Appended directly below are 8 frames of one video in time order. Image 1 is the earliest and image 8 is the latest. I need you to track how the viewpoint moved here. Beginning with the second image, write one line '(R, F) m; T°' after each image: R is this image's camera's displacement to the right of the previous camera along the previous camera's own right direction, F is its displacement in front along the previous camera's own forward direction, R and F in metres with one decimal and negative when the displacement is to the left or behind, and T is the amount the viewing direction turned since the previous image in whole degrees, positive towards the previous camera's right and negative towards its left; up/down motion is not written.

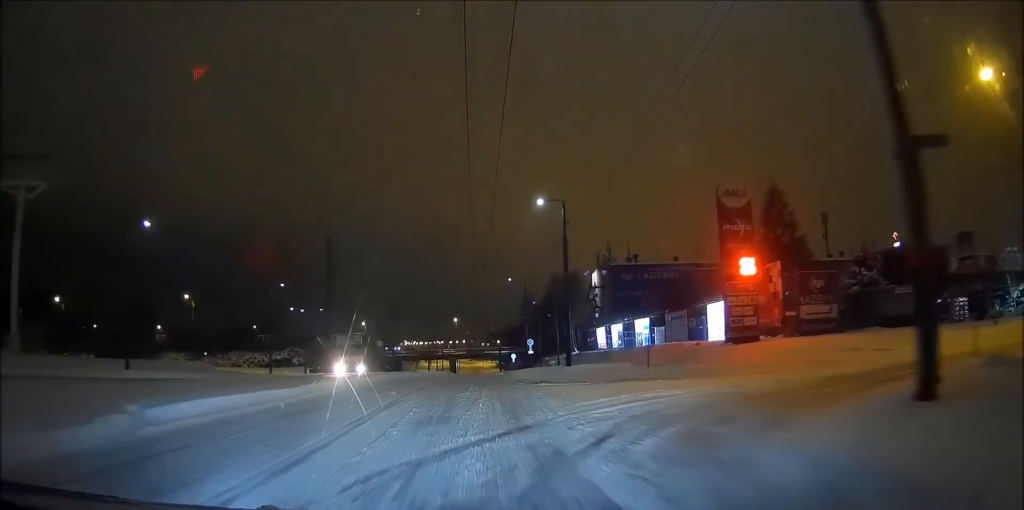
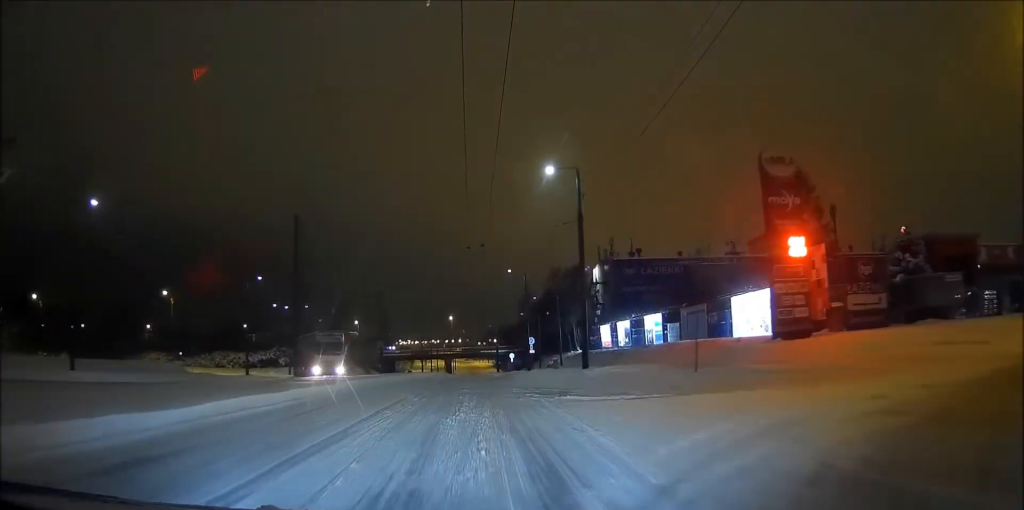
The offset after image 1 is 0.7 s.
(+0.1, +6.8) m; +1°
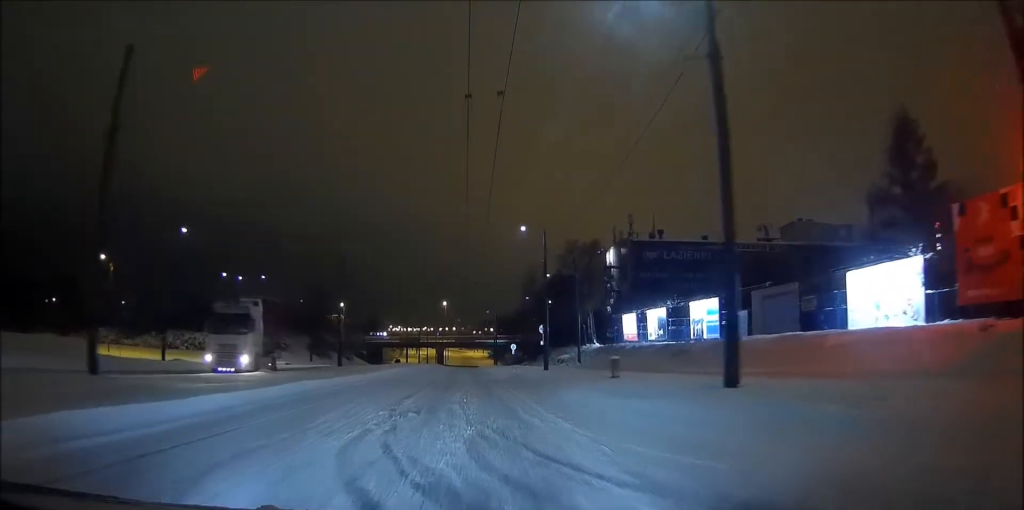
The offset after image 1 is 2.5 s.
(0.0, +18.1) m; -1°
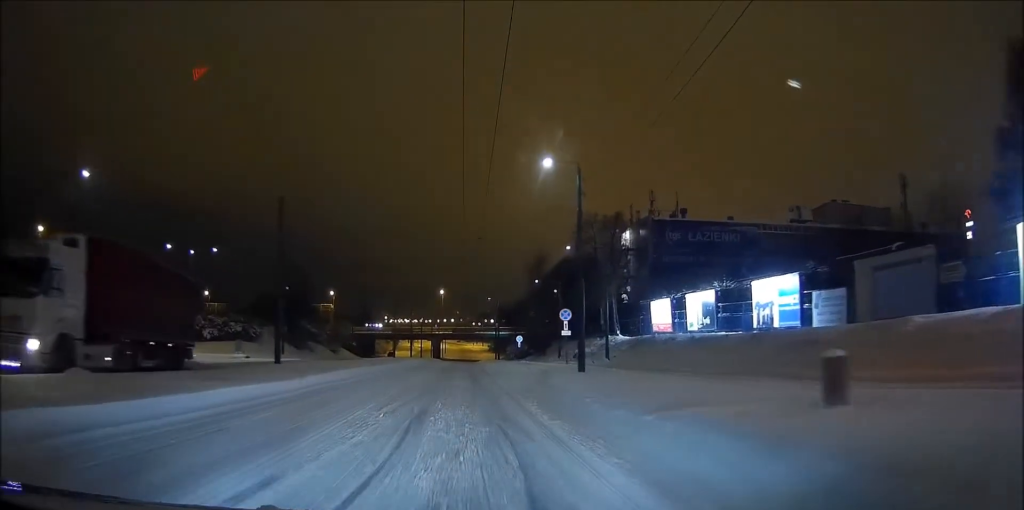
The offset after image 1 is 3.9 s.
(-0.1, +14.2) m; 0°
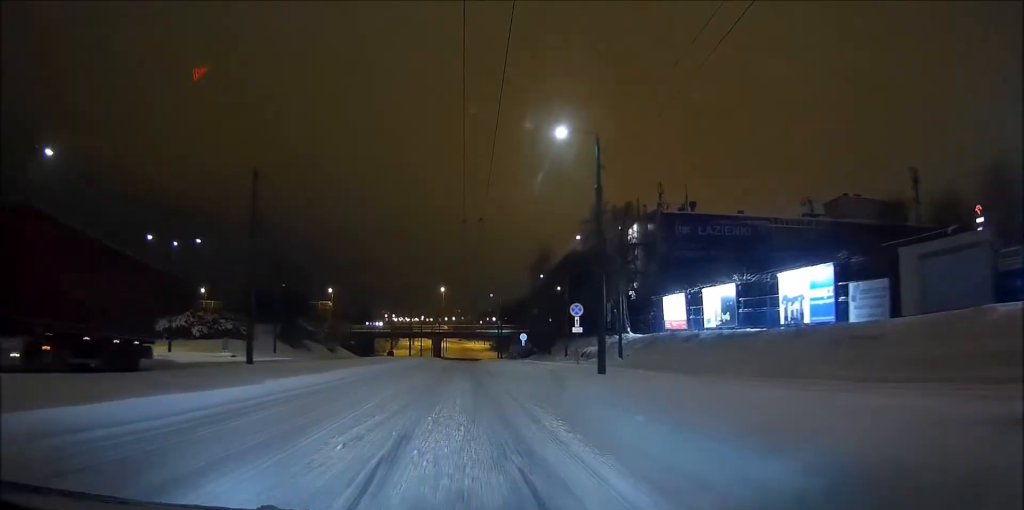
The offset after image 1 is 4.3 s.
(0.0, +4.1) m; 0°
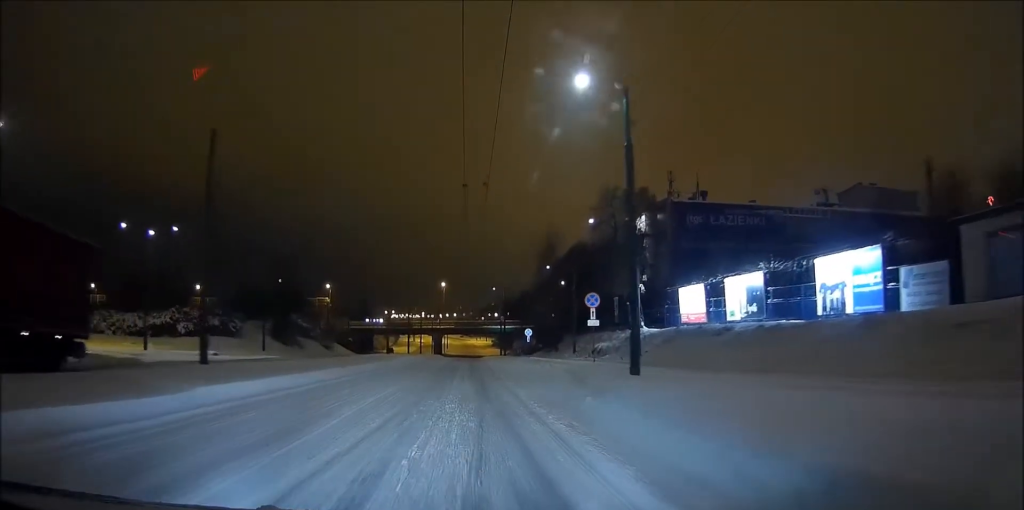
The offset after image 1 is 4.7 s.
(0.0, +4.8) m; 0°
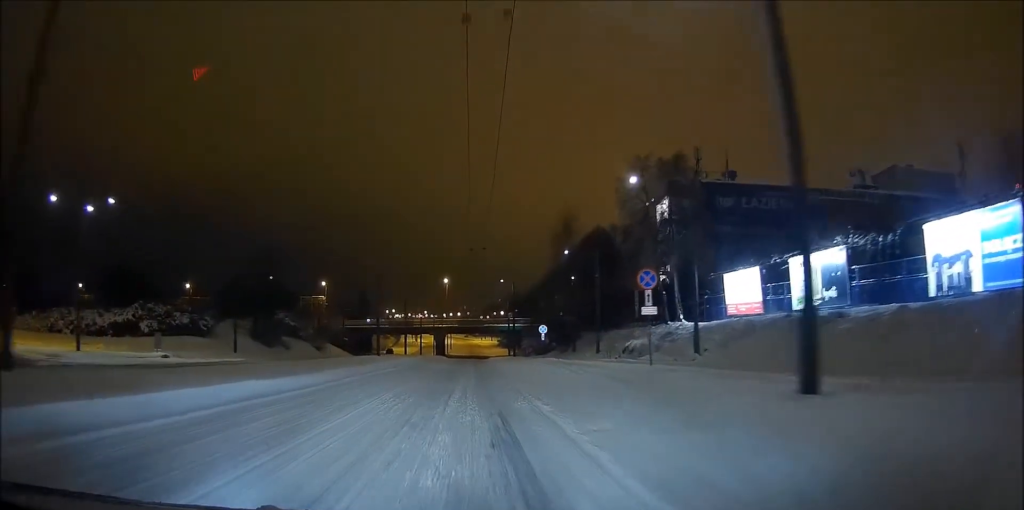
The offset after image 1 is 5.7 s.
(0.0, +10.5) m; 0°
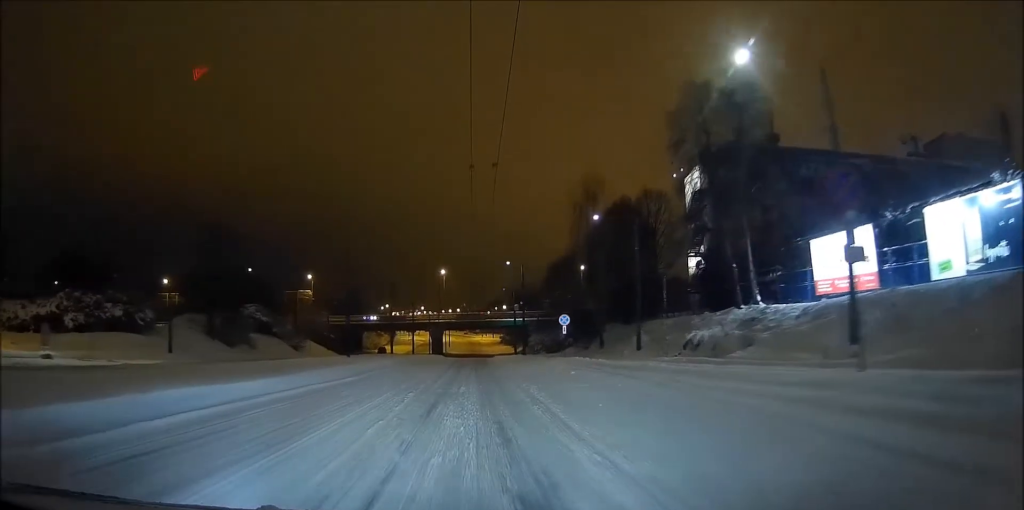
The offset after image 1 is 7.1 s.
(-0.1, +14.4) m; -1°
